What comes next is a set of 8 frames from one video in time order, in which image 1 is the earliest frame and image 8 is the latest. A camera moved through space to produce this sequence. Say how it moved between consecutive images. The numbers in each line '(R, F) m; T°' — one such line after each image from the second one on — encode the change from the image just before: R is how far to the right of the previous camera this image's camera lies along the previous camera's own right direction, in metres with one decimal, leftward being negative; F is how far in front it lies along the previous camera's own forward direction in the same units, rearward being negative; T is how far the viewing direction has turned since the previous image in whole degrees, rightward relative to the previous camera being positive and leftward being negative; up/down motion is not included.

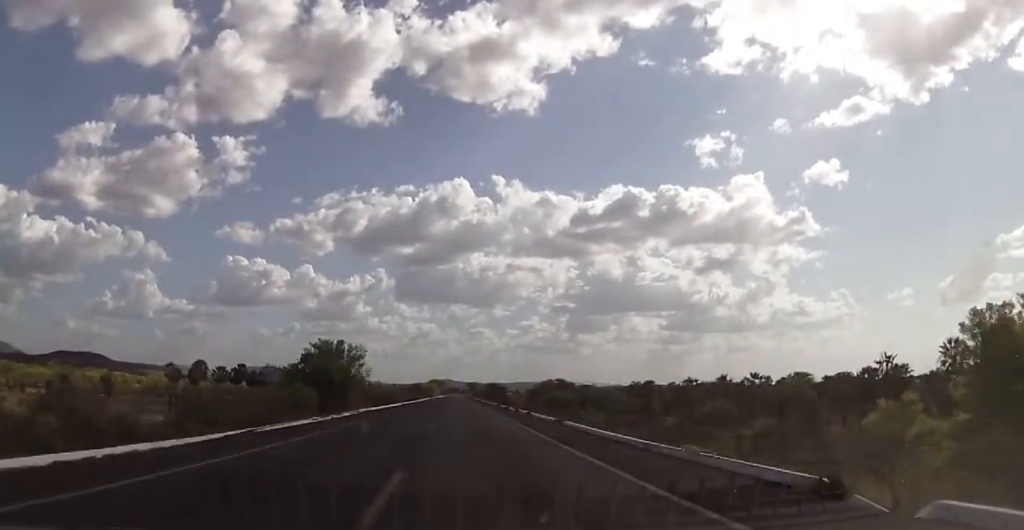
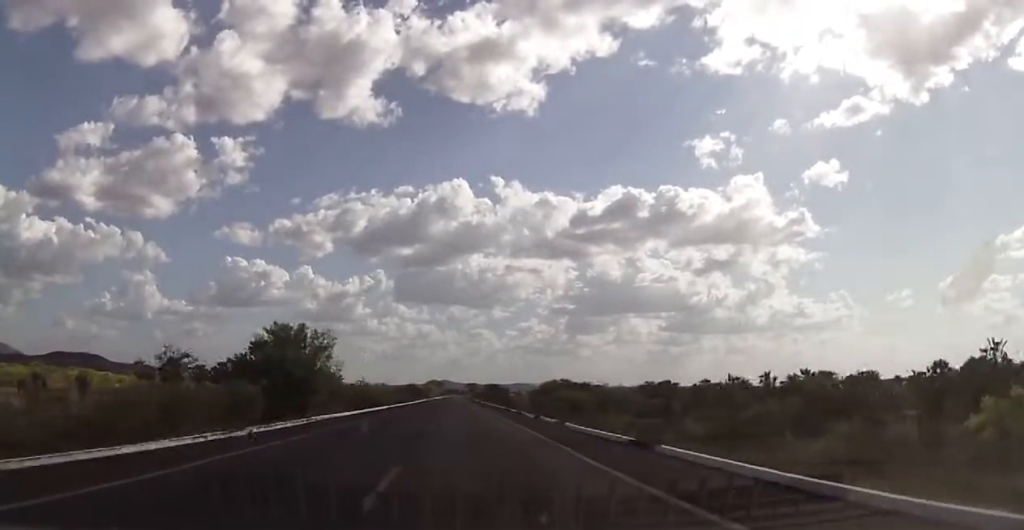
(-0.1, +15.0) m; 0°
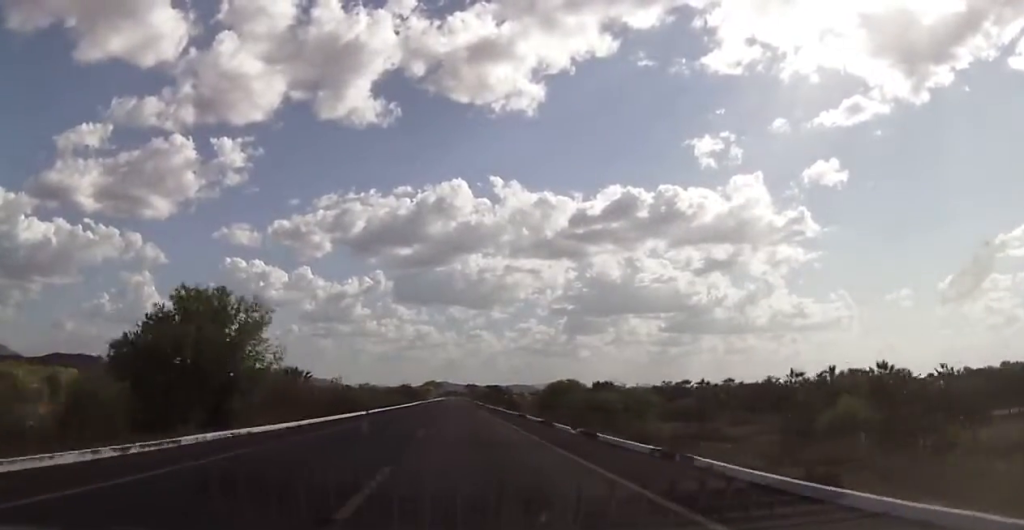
(-0.2, +16.2) m; 0°
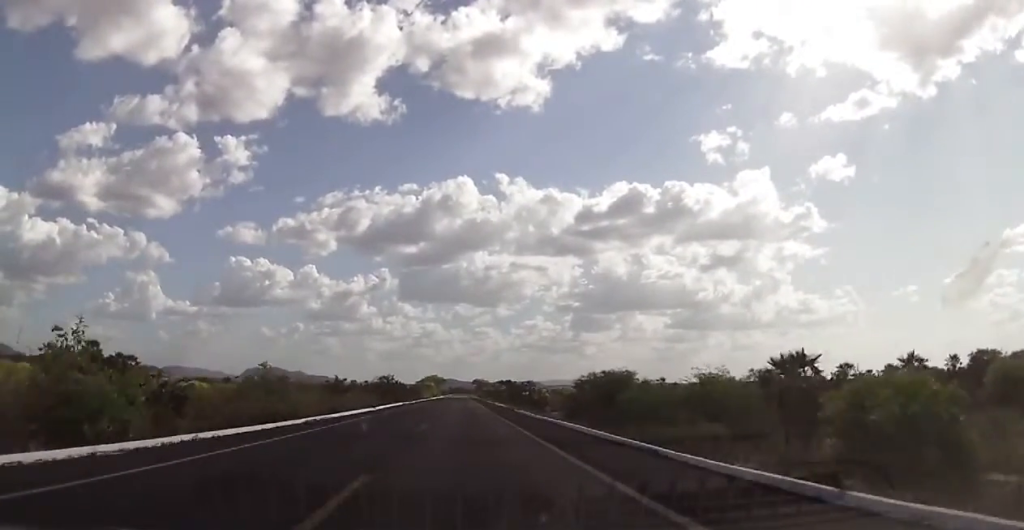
(0.0, +48.8) m; 0°
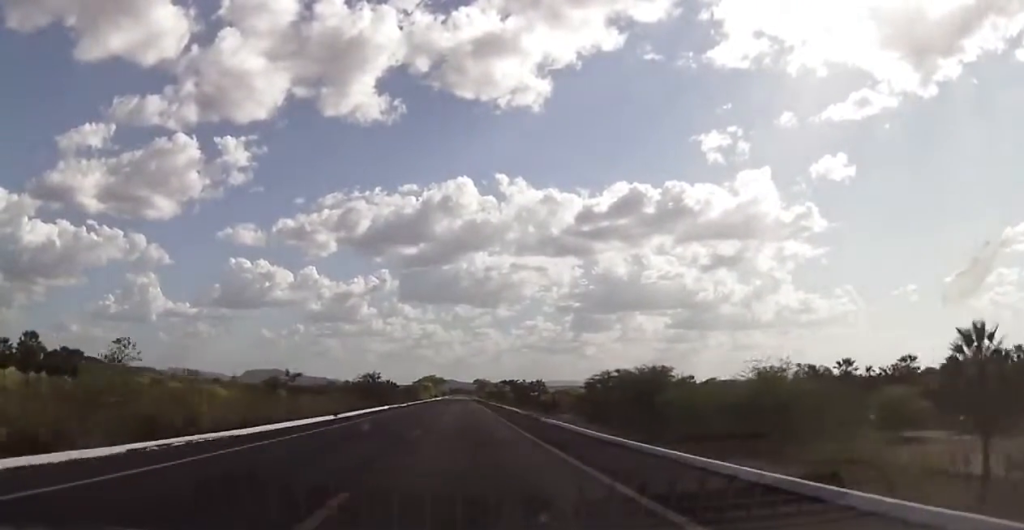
(-0.1, +17.7) m; 0°
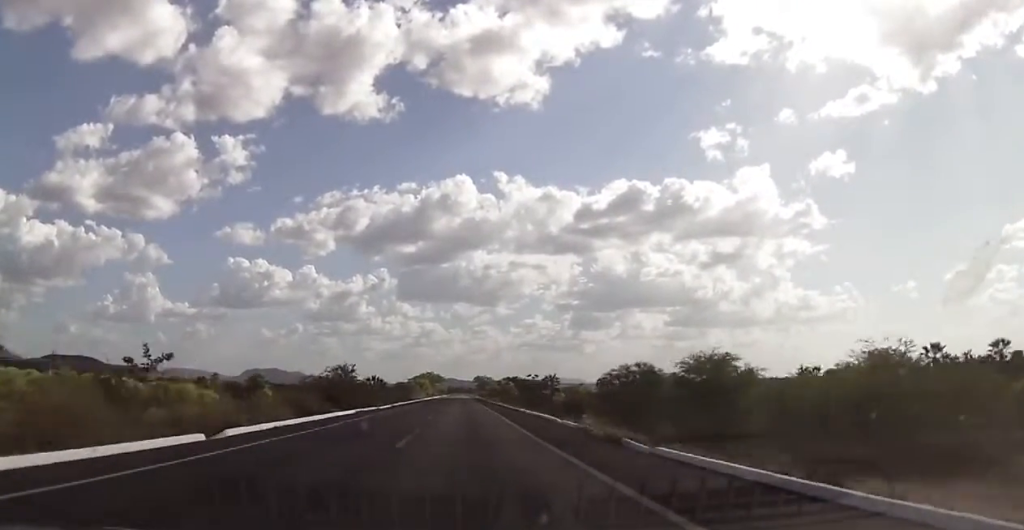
(-0.3, +20.2) m; 0°
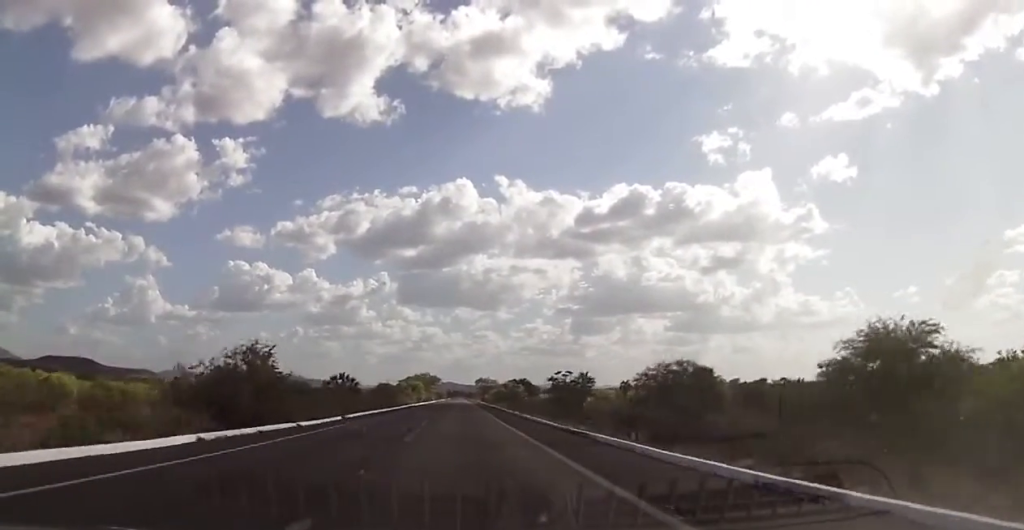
(+0.5, +29.1) m; 0°
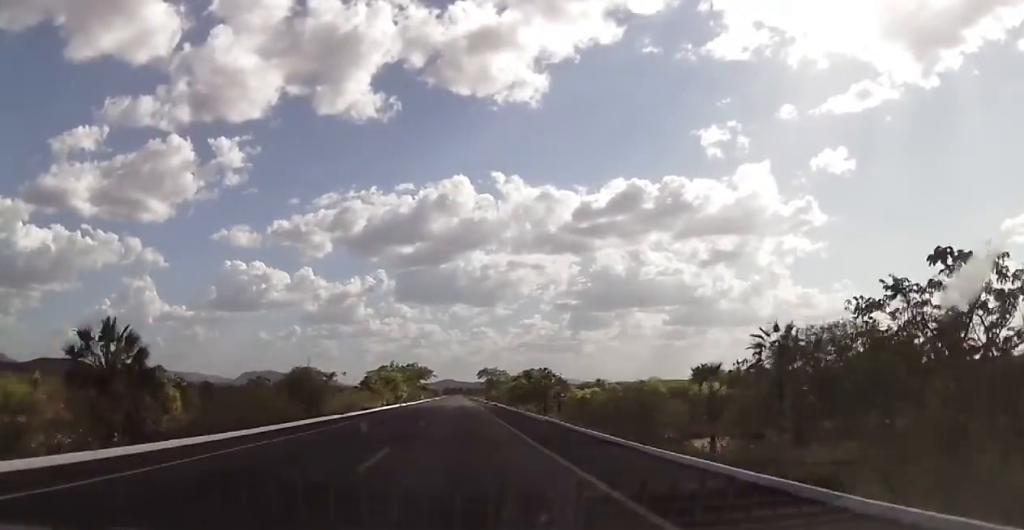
(-0.4, +54.5) m; -1°
